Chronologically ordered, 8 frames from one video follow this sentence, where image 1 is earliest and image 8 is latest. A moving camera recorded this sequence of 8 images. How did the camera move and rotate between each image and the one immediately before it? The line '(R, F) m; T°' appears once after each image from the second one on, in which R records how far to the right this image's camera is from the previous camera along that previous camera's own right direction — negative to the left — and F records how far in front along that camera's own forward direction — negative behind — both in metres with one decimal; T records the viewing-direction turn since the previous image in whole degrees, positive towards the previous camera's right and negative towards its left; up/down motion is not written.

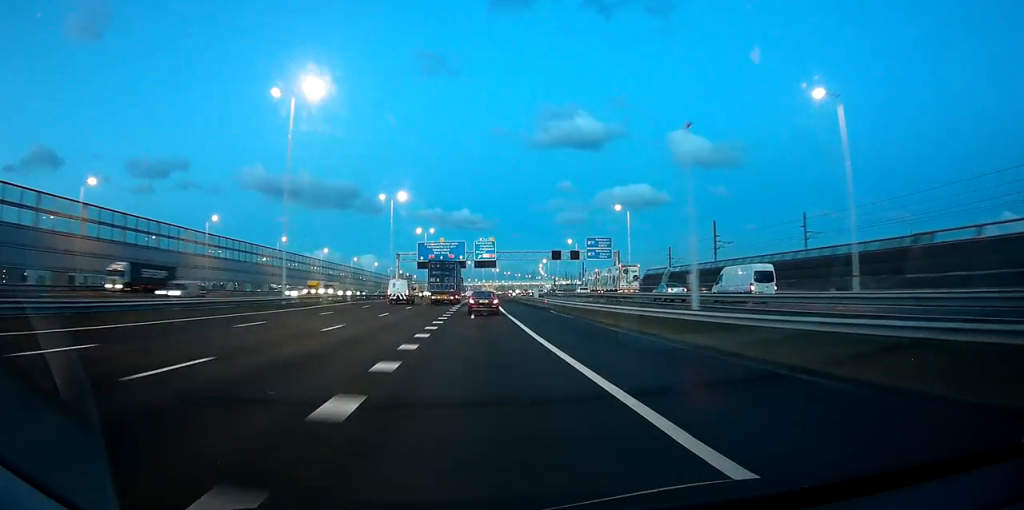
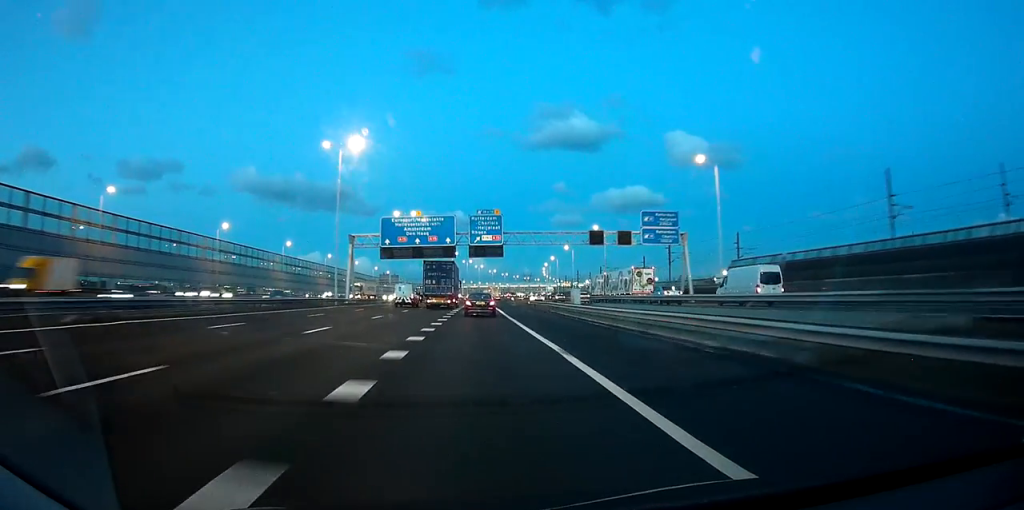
(+0.9, +38.4) m; +1°
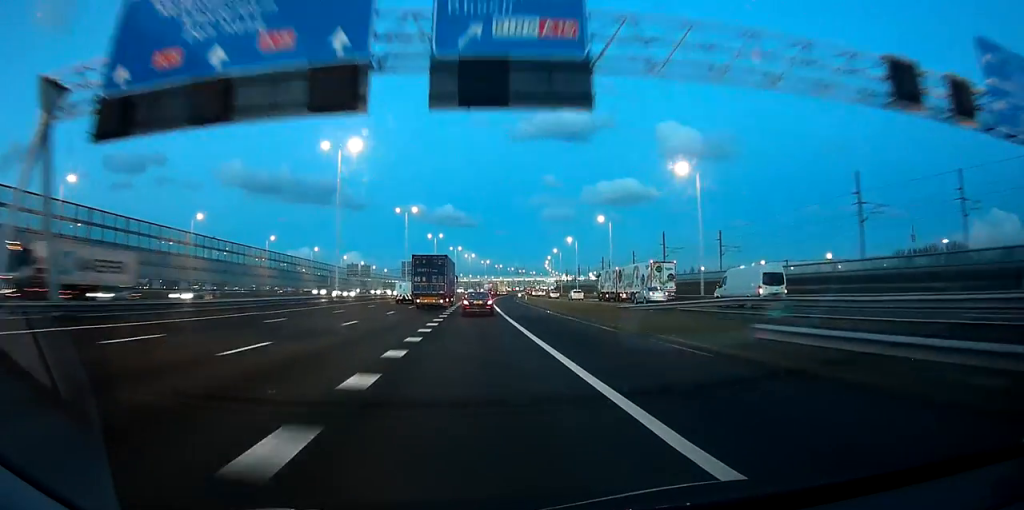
(+0.1, +53.8) m; +1°
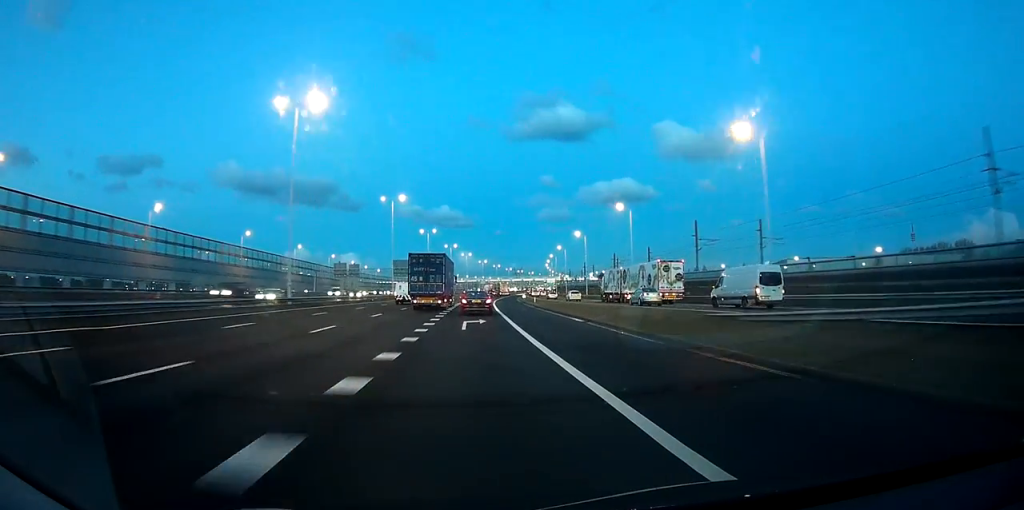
(+0.1, +16.4) m; 0°
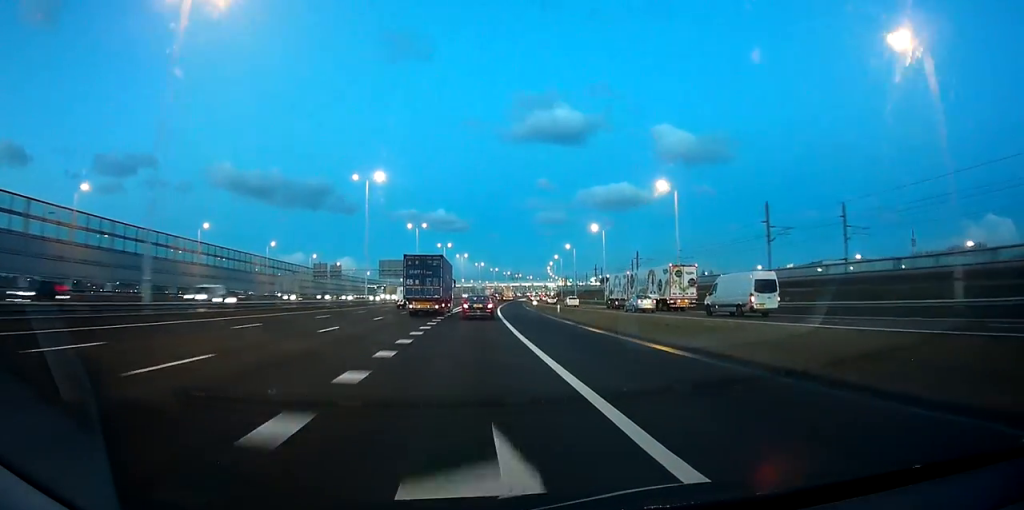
(0.0, +22.8) m; 0°
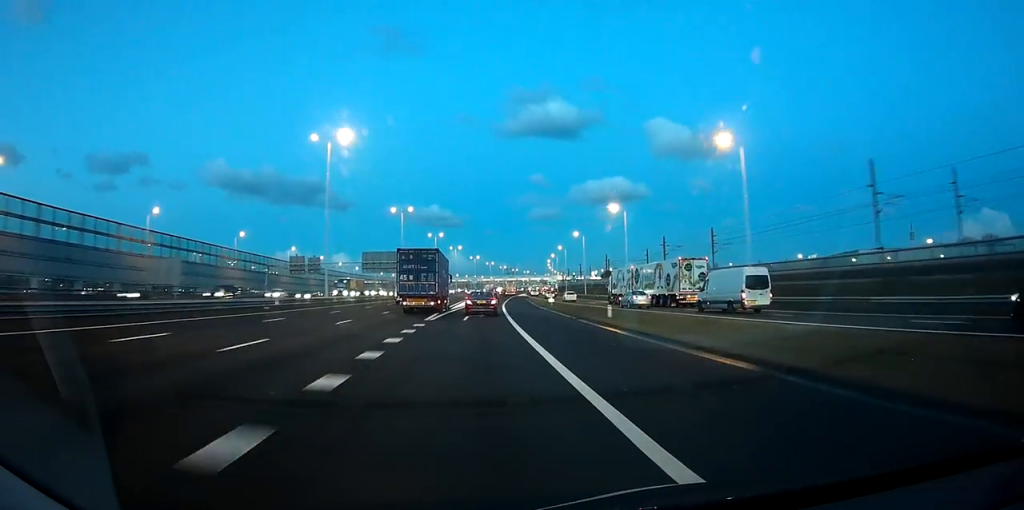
(0.0, +20.1) m; +1°
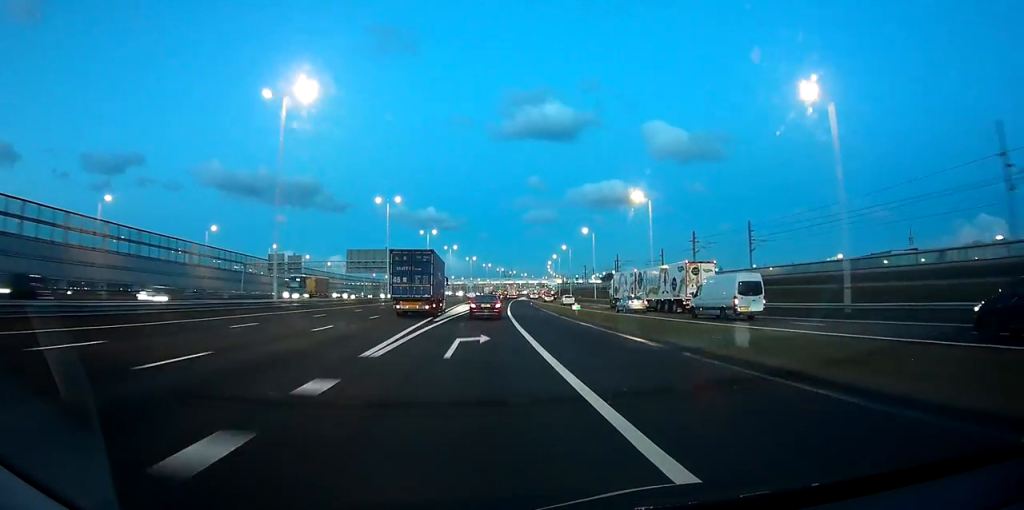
(+0.1, +15.6) m; +1°
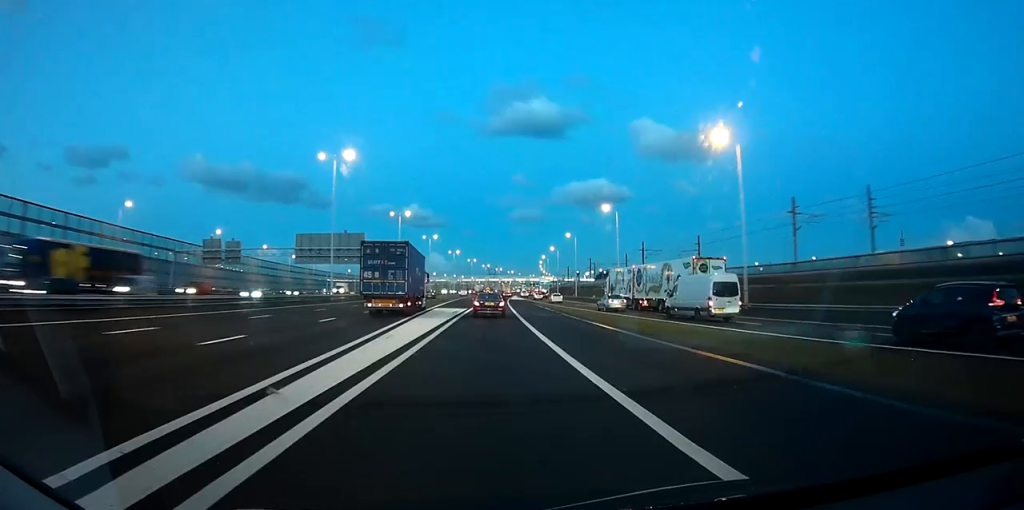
(+0.3, +31.9) m; +2°
